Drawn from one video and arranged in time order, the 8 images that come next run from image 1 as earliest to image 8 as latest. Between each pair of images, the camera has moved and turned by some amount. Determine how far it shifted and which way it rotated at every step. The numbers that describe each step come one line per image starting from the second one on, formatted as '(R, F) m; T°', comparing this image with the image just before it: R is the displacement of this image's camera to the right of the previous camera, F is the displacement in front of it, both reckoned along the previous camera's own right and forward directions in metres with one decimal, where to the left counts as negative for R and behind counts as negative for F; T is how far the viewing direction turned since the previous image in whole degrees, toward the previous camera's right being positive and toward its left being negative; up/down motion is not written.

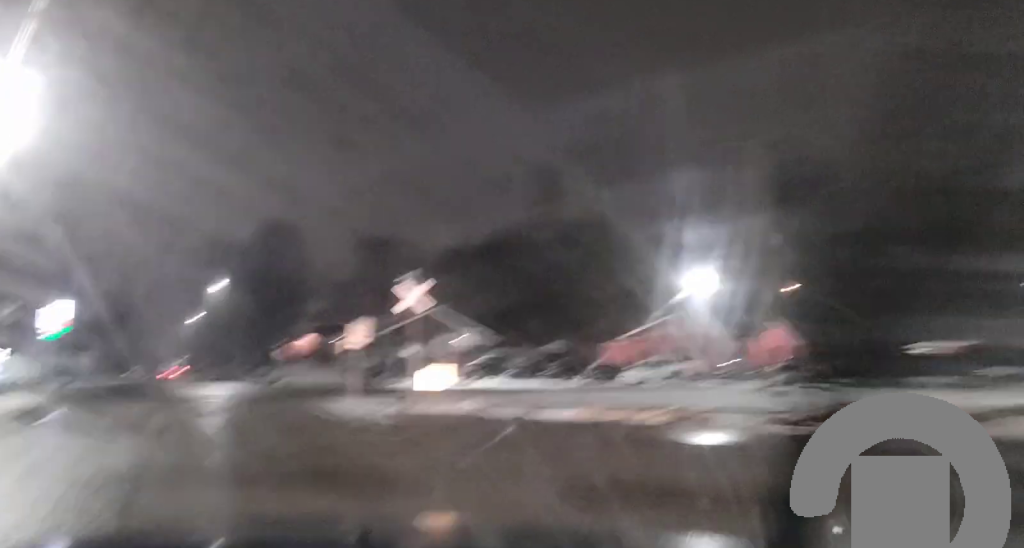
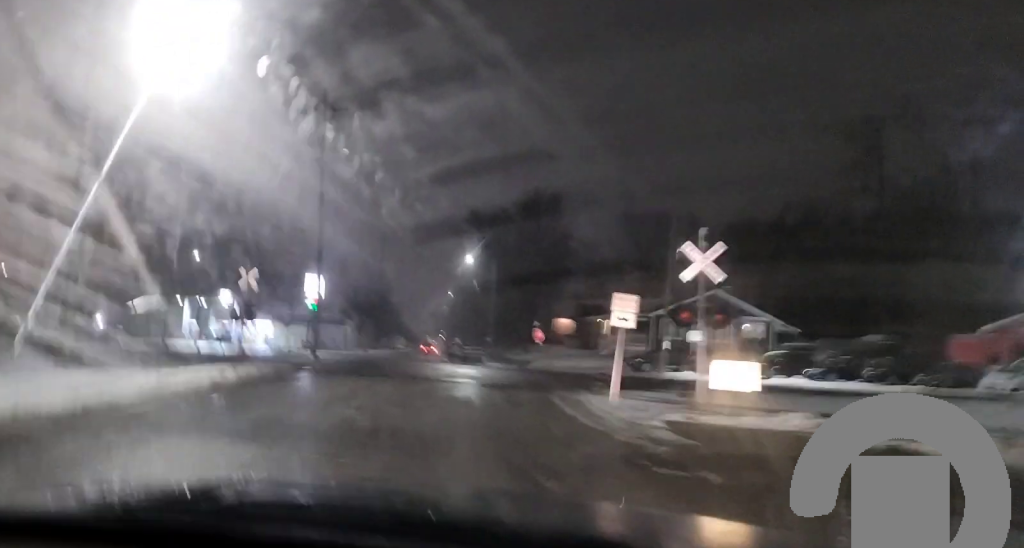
(-1.7, +6.5) m; -26°
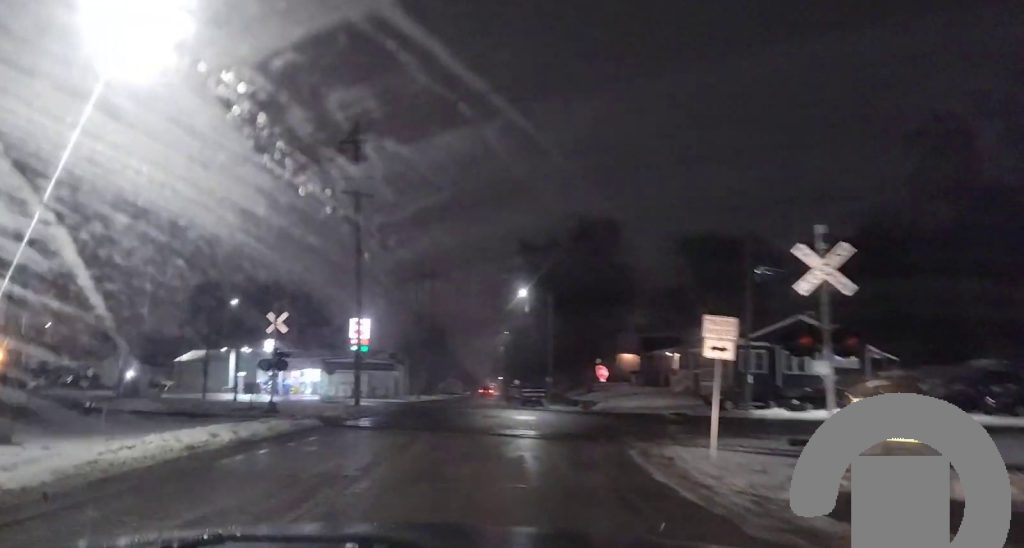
(-0.5, +4.5) m; -6°
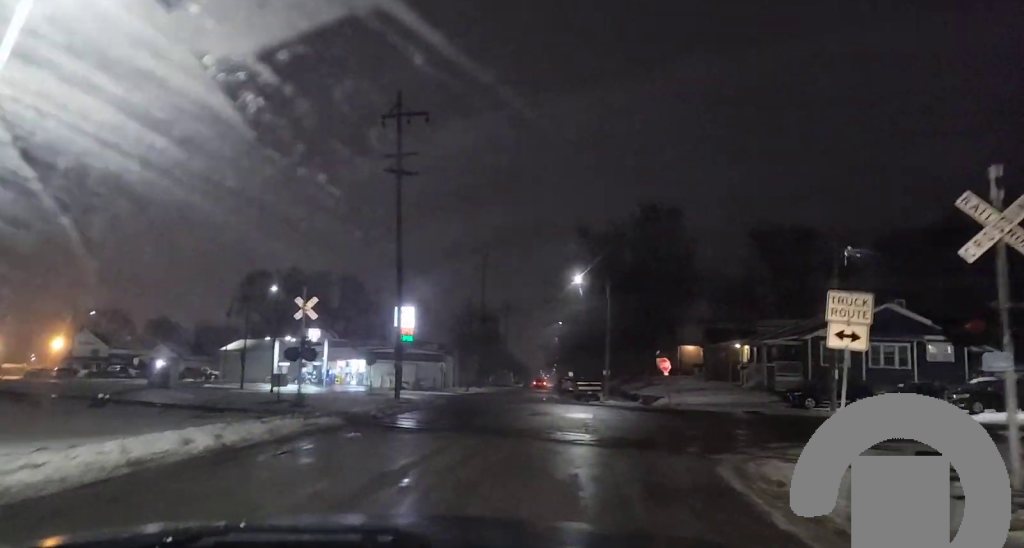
(+0.3, +4.1) m; -1°
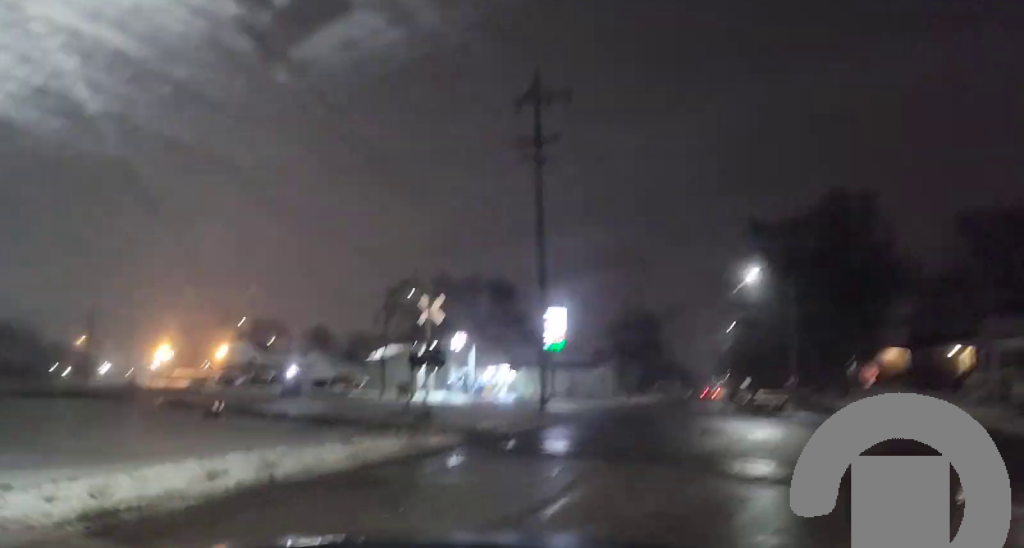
(-0.4, +4.8) m; -6°
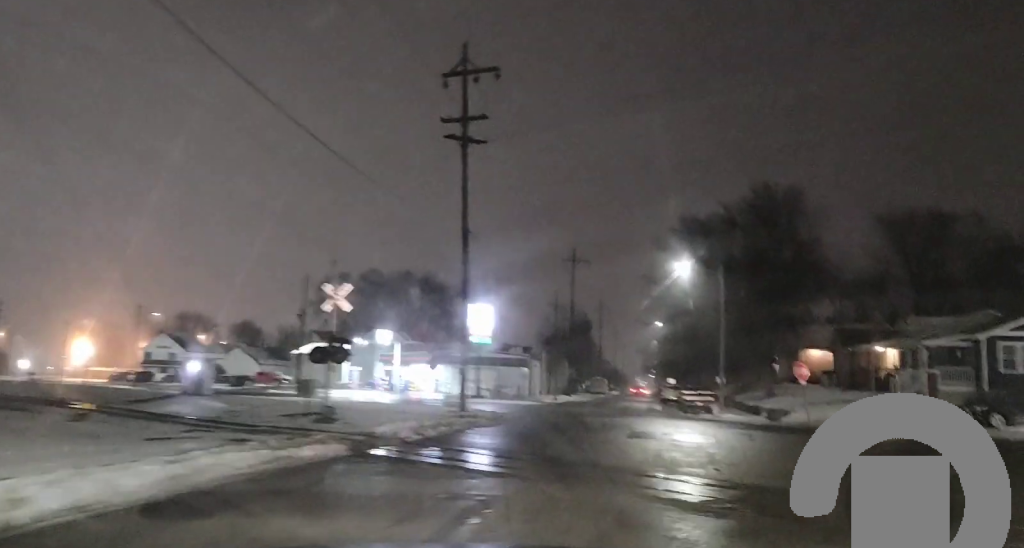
(-0.1, +4.0) m; +1°
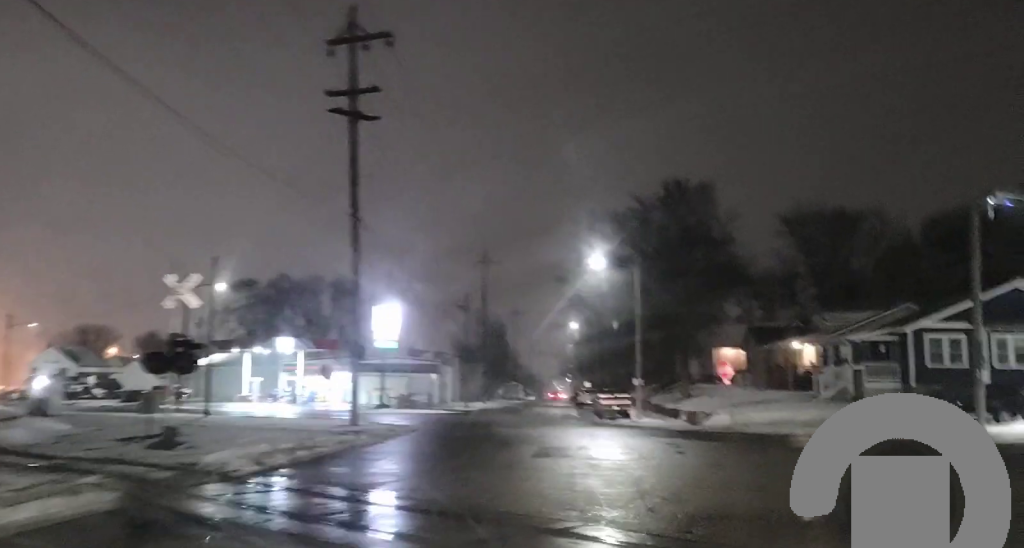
(+0.2, +5.6) m; +10°
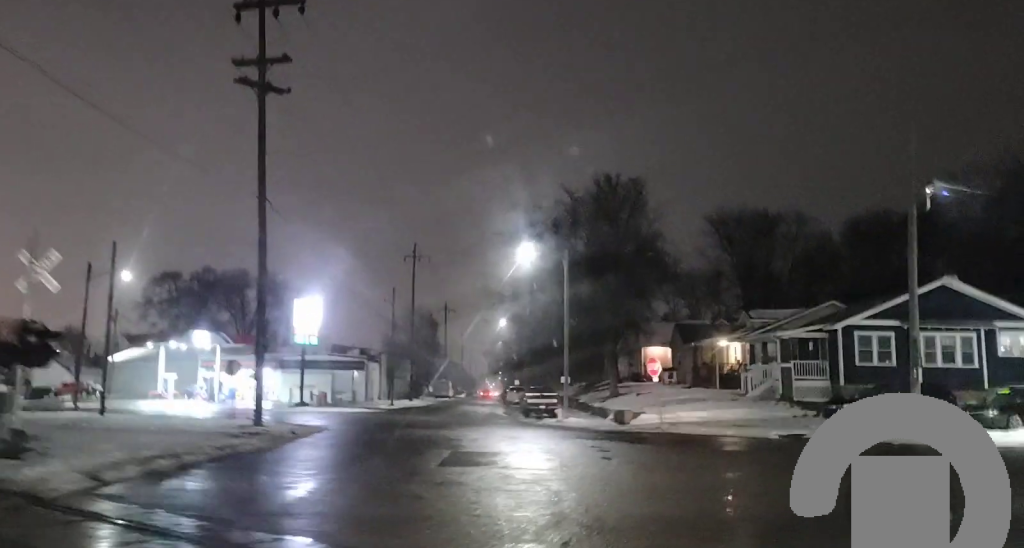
(+0.3, +3.1) m; +9°
